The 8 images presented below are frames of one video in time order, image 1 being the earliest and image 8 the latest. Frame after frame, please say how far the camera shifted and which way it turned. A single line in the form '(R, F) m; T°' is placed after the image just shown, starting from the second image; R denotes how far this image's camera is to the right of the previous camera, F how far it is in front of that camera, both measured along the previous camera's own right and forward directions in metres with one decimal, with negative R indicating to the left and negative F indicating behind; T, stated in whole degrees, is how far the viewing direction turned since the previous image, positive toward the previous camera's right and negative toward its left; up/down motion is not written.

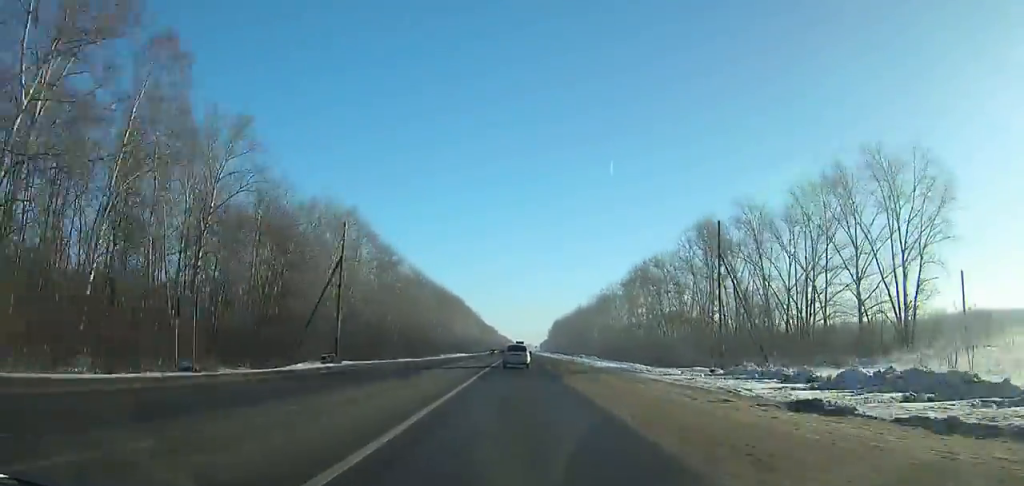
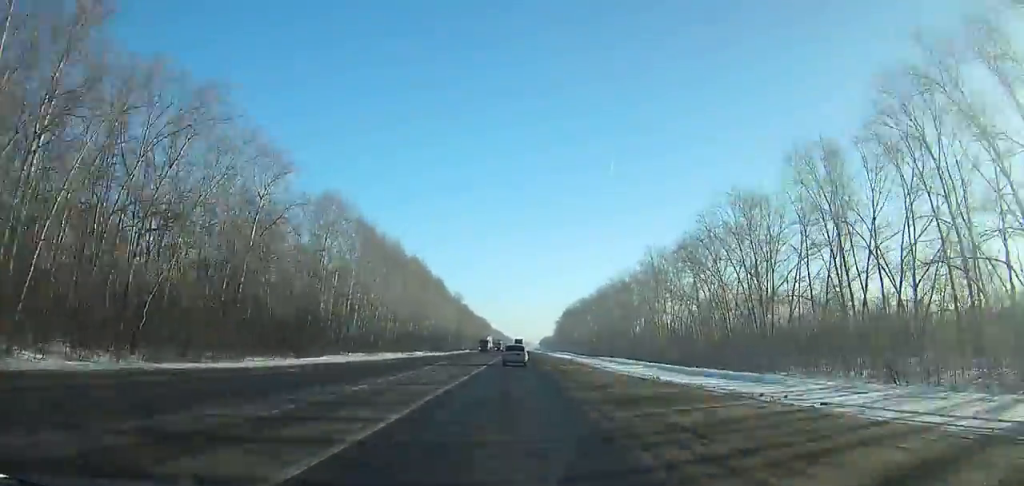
(+0.2, +100.4) m; 0°
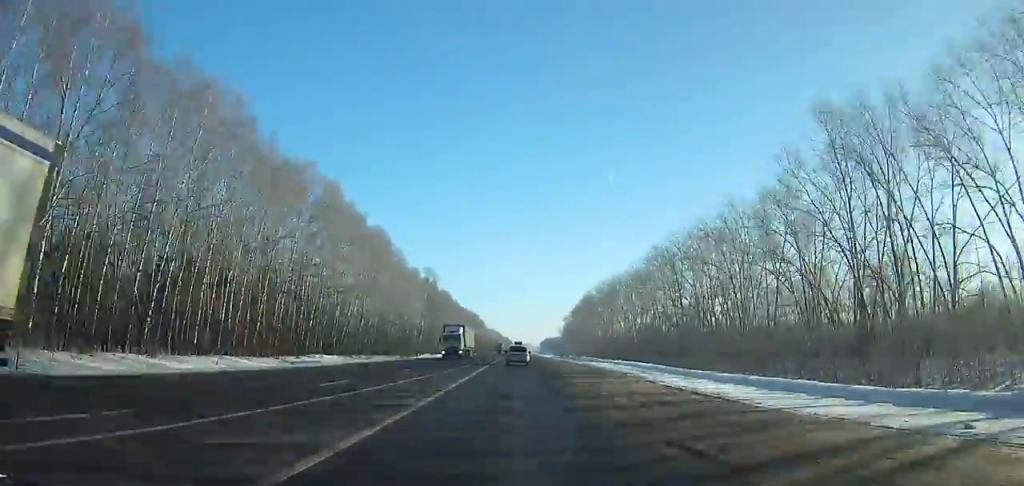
(+0.1, +73.7) m; 0°
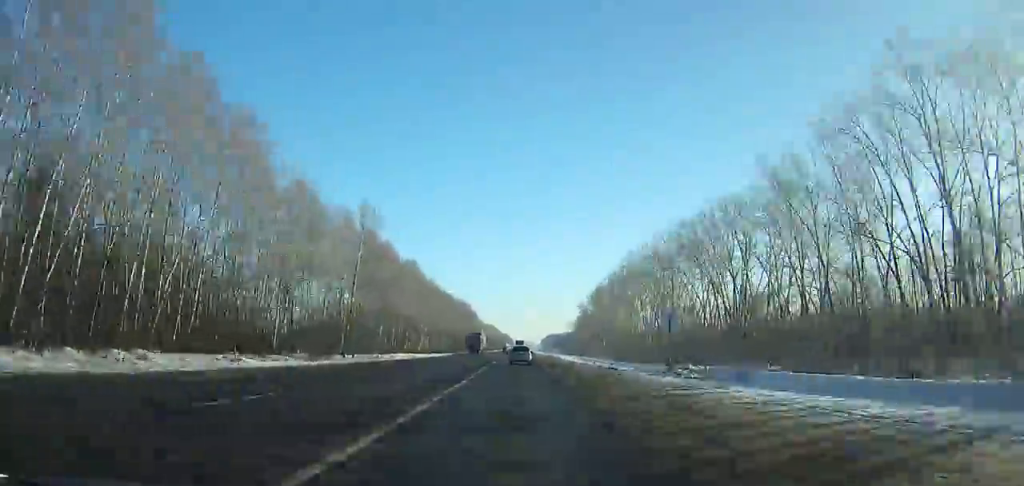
(-0.1, +67.5) m; 0°
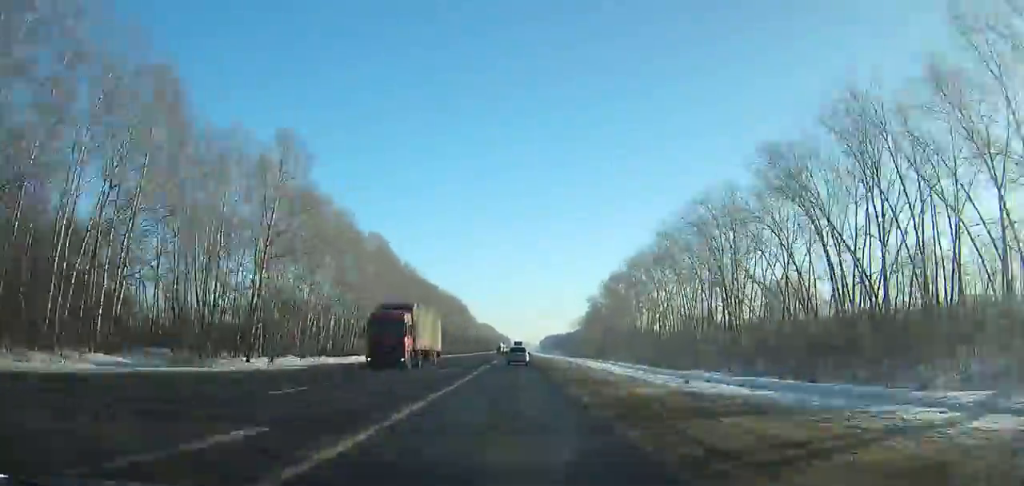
(0.0, +32.8) m; 0°
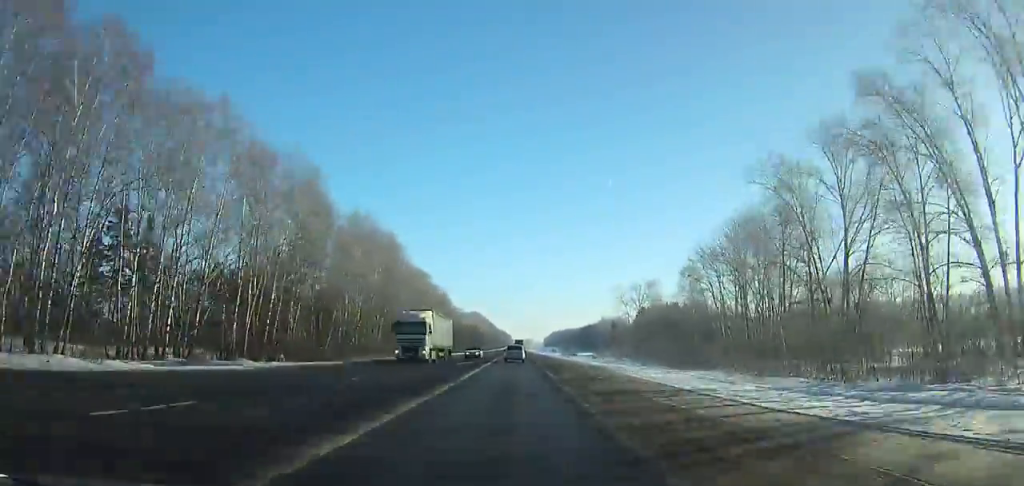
(-0.3, +138.4) m; 0°
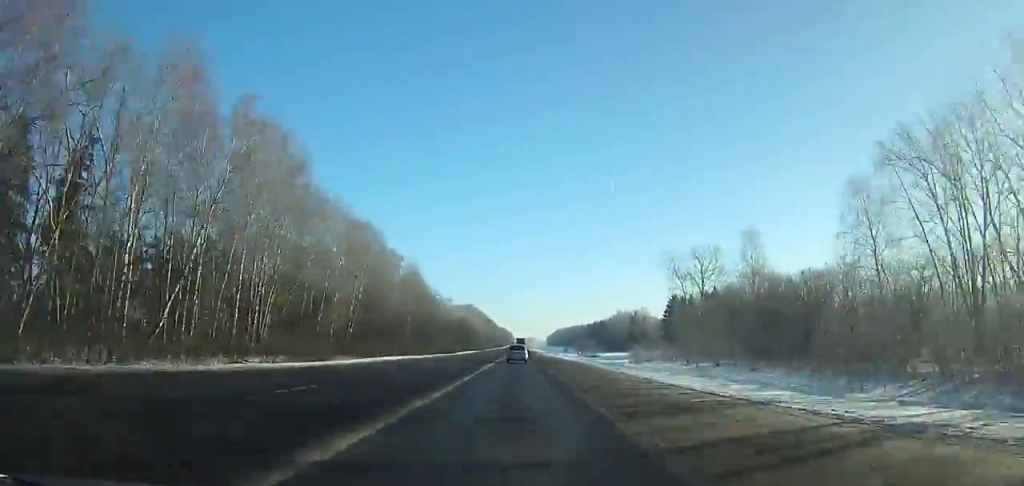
(+0.1, +53.0) m; 0°
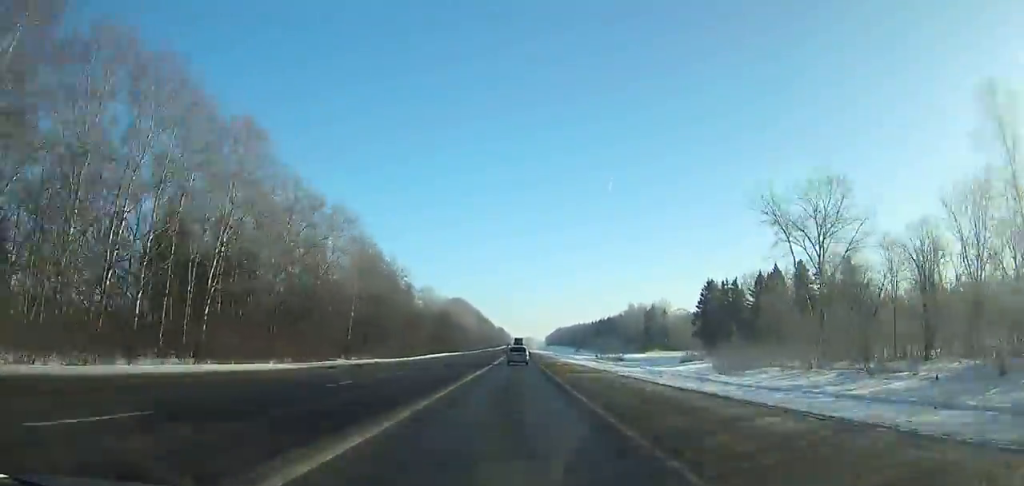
(+0.1, +43.3) m; 0°
